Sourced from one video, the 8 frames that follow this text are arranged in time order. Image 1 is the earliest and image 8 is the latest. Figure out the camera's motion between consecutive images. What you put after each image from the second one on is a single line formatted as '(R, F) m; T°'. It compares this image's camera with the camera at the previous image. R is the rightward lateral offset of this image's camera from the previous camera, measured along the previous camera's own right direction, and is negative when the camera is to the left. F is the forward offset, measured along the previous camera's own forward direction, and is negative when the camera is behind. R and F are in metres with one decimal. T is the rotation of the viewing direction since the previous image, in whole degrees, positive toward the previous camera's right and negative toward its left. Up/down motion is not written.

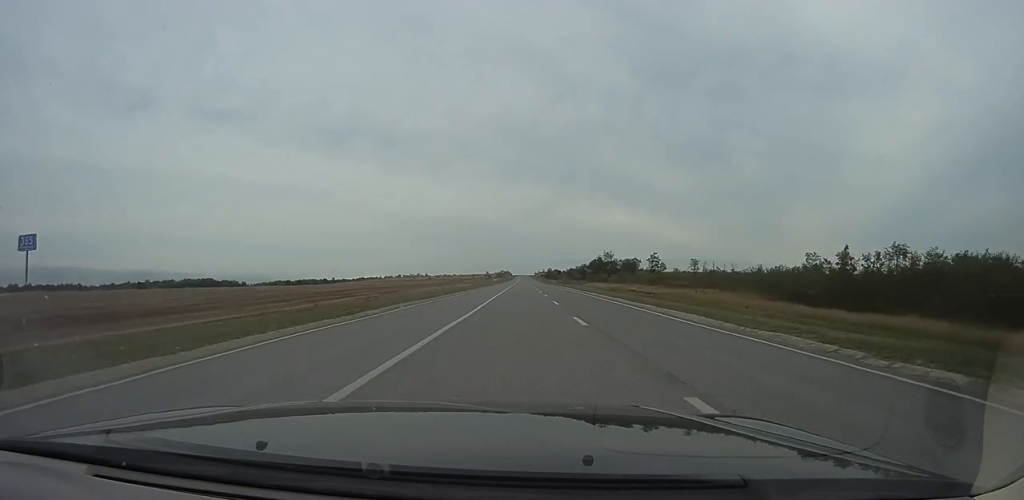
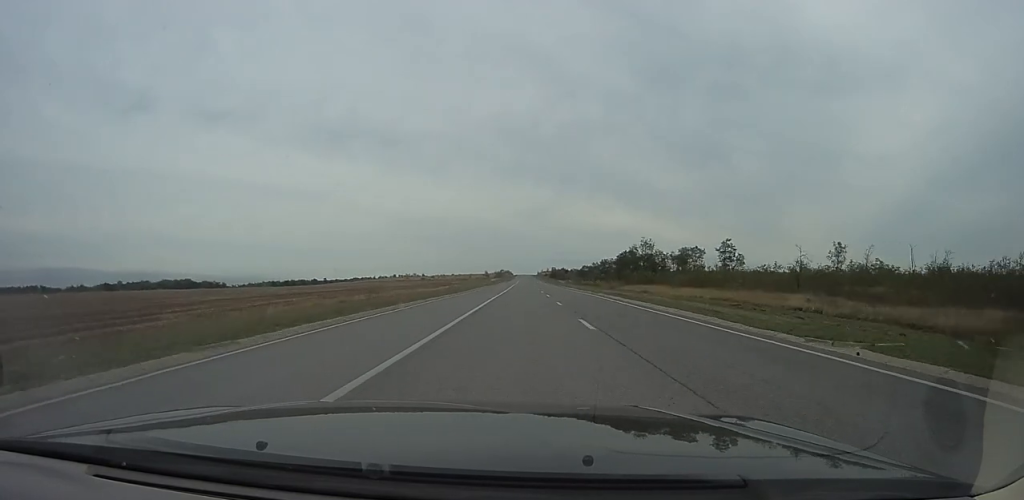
(0.0, +51.6) m; 0°
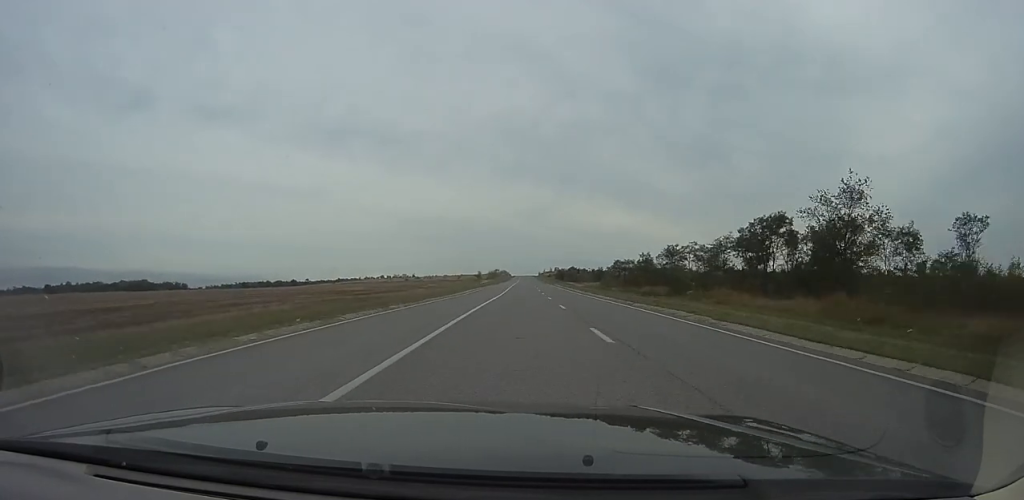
(-0.1, +77.0) m; 0°
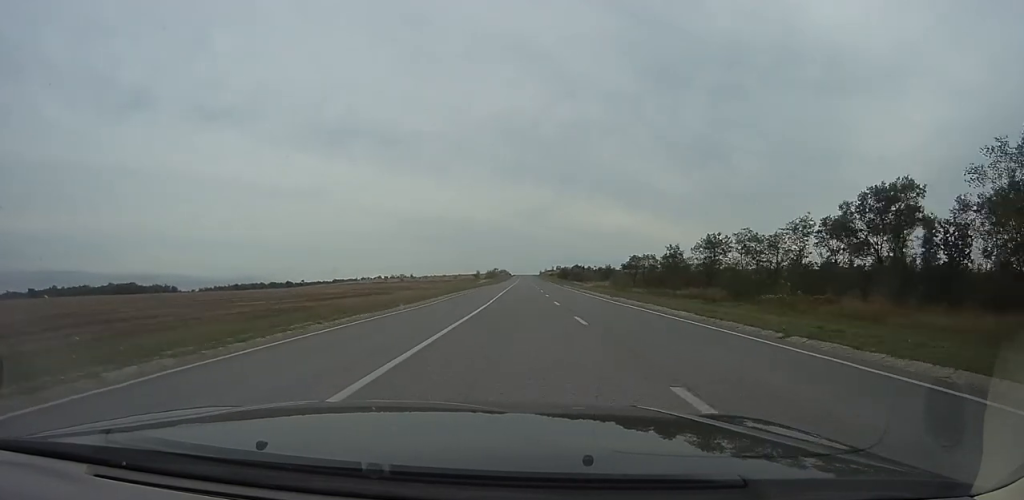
(0.0, +20.4) m; 0°
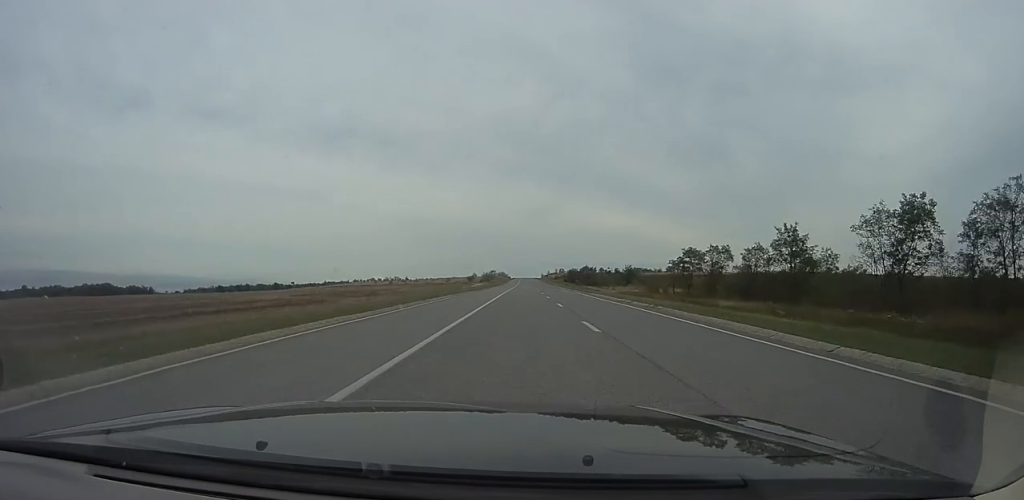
(0.0, +38.6) m; 0°
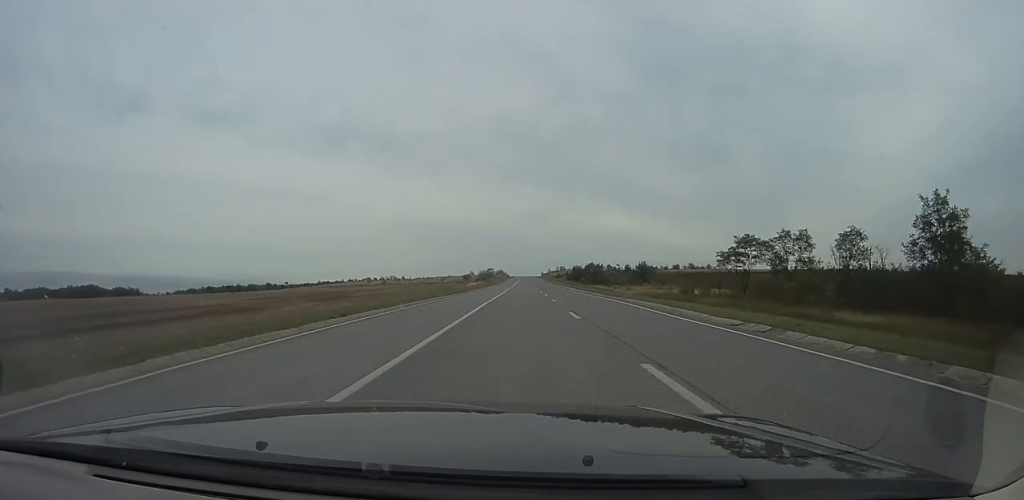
(0.0, +19.7) m; 0°
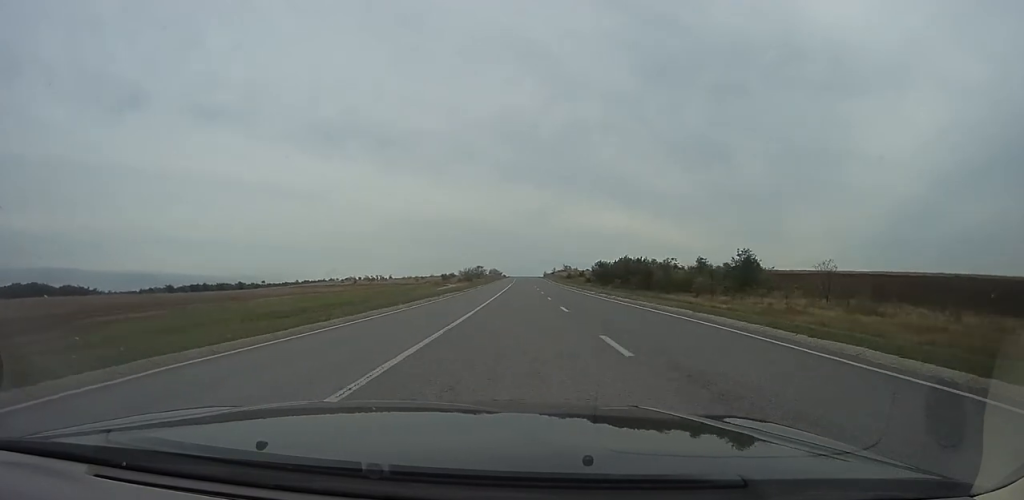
(+0.4, +69.3) m; +1°
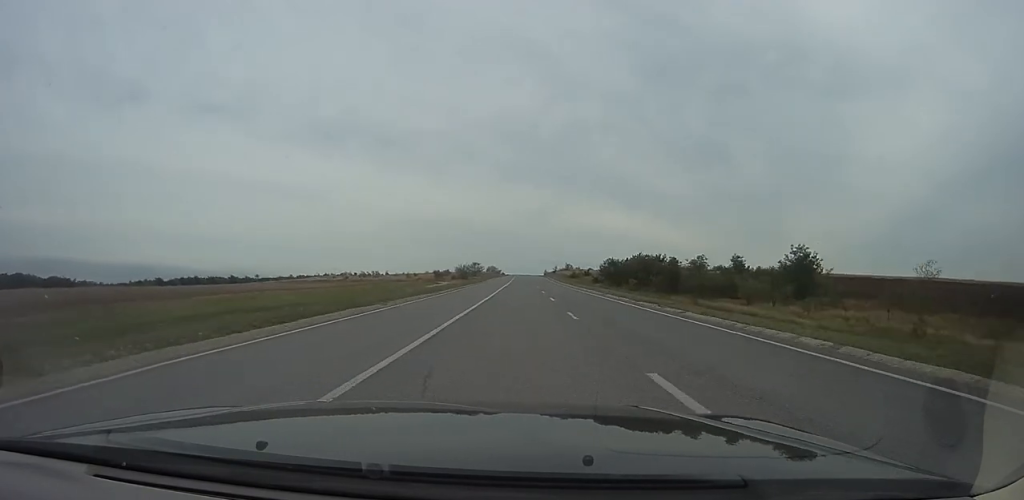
(+0.1, +17.2) m; 0°
